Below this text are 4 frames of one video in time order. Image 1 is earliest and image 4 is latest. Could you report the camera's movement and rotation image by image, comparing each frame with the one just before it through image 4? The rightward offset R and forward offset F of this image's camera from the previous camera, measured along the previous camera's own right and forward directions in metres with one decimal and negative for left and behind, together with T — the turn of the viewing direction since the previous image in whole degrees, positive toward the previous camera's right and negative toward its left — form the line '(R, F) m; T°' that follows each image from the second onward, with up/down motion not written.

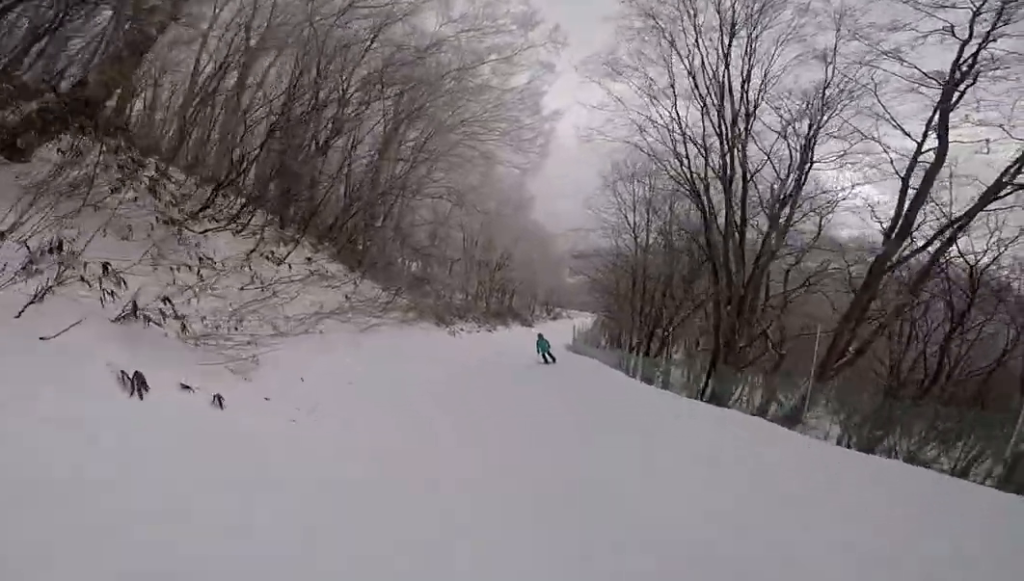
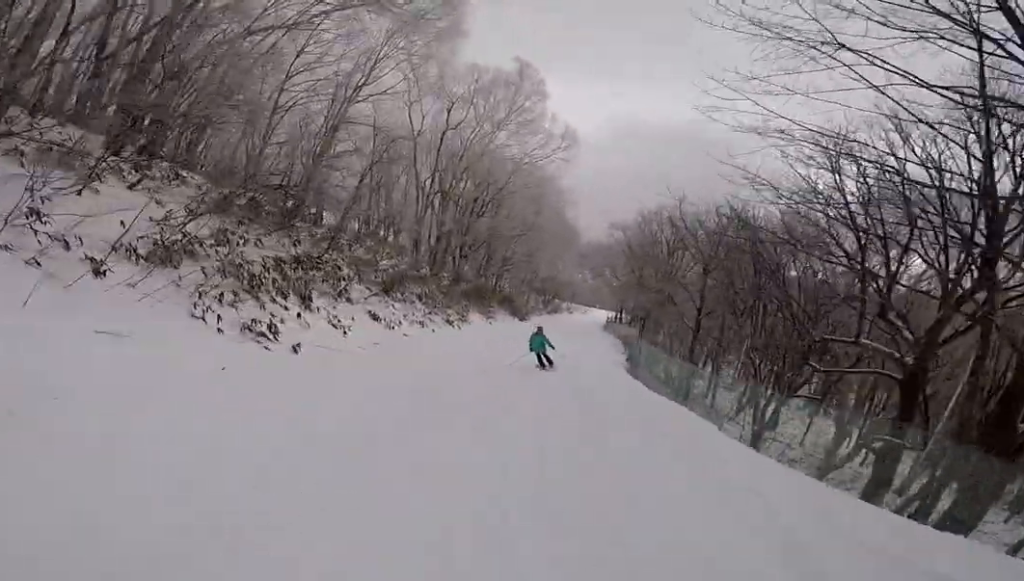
(+1.0, +28.5) m; +4°
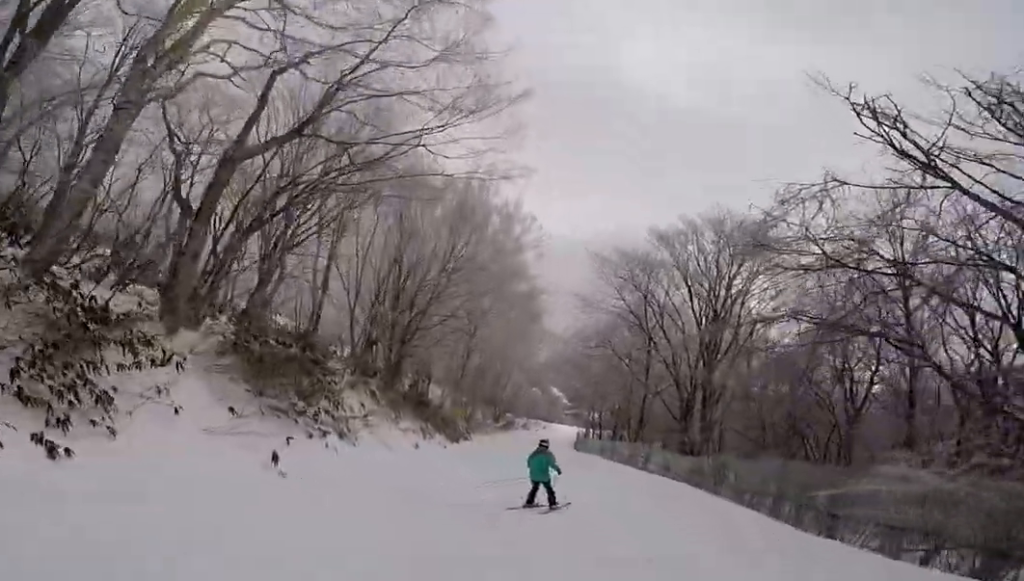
(+2.9, +24.7) m; 0°
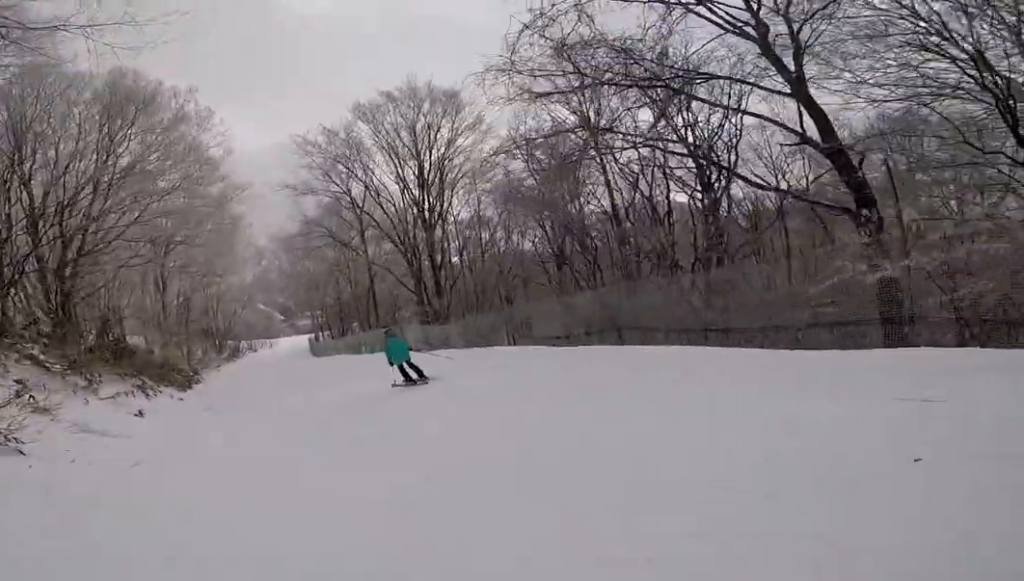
(-0.7, +5.3) m; -2°
